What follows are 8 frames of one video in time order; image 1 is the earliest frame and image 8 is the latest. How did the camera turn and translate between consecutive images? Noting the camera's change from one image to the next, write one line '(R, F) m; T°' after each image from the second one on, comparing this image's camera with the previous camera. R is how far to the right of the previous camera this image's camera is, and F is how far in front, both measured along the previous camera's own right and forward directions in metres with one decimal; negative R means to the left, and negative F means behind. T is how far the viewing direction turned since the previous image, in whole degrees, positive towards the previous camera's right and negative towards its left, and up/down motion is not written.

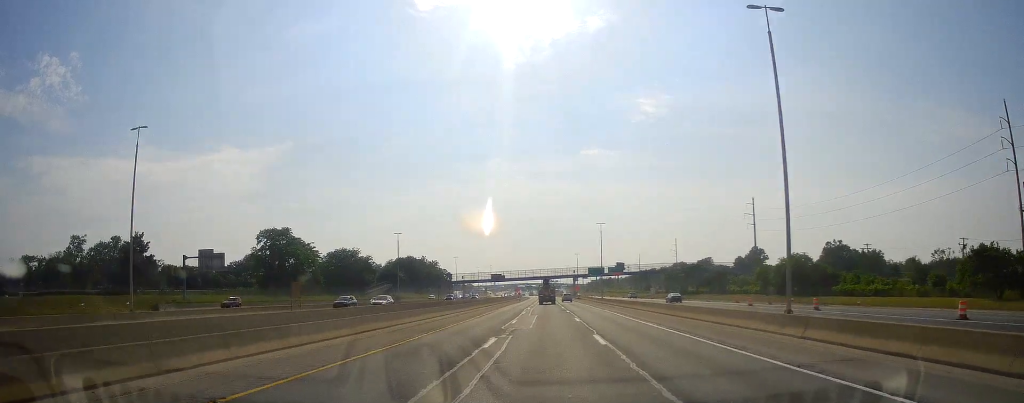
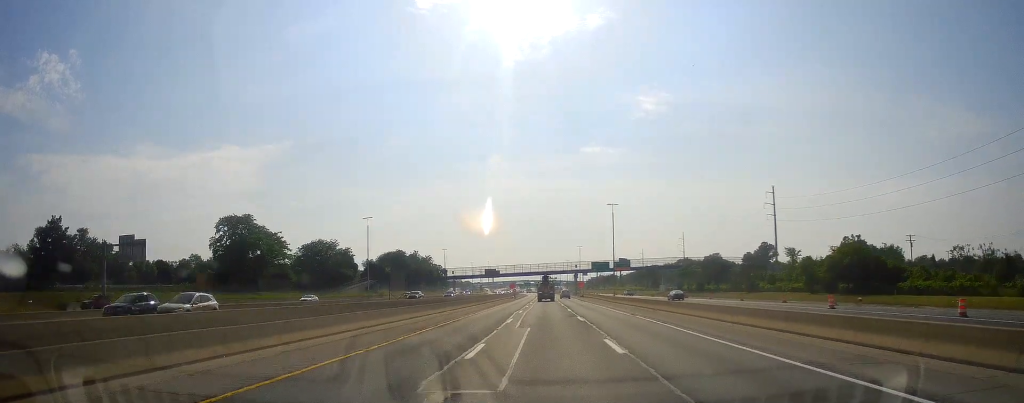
(0.0, +19.3) m; 0°
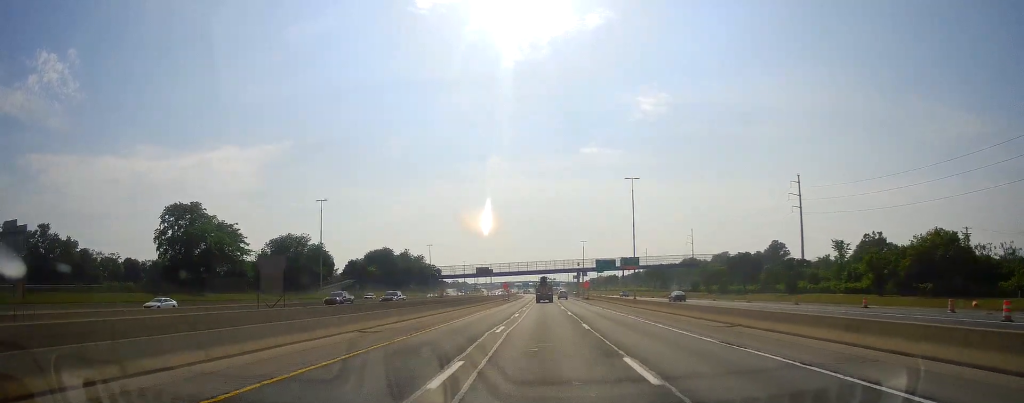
(-0.3, +20.3) m; 0°
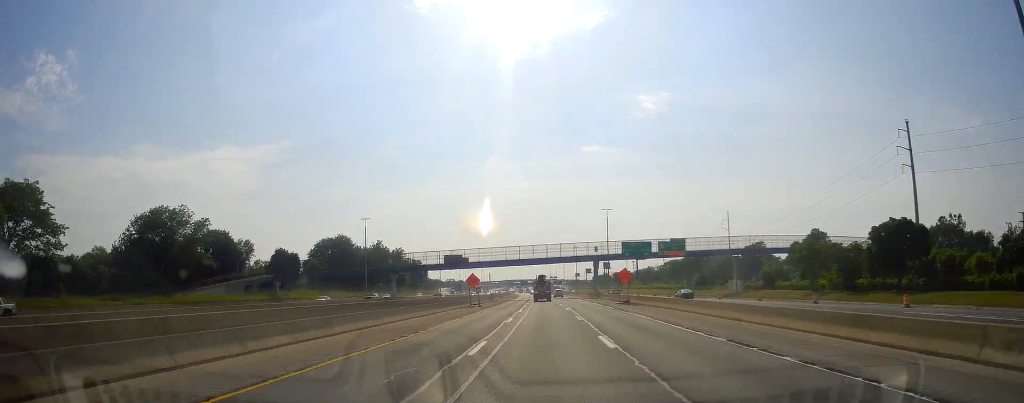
(+0.7, +55.2) m; +1°
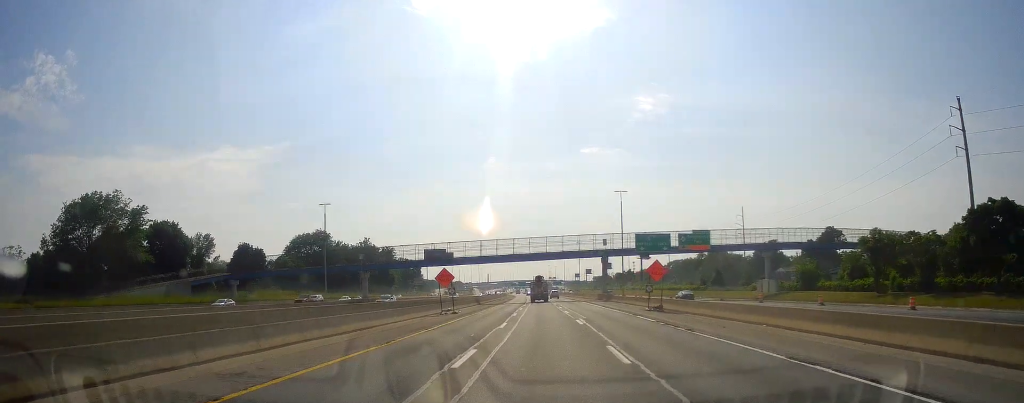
(0.0, +17.9) m; 0°
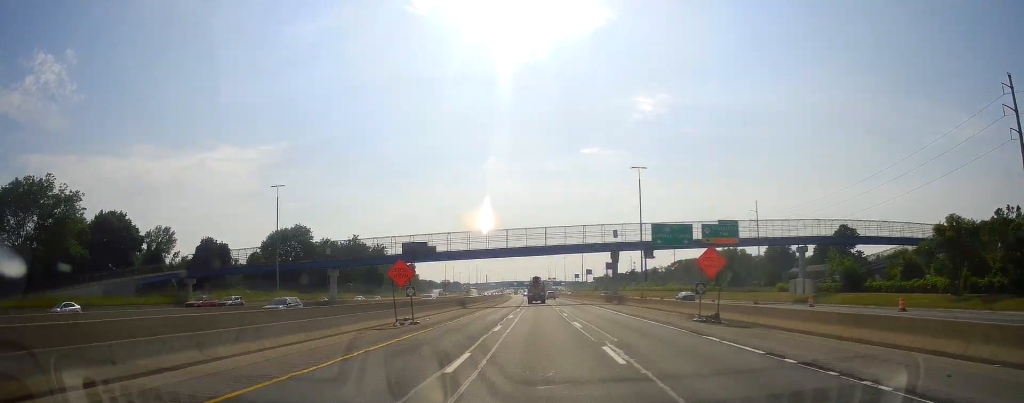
(0.0, +14.7) m; 0°
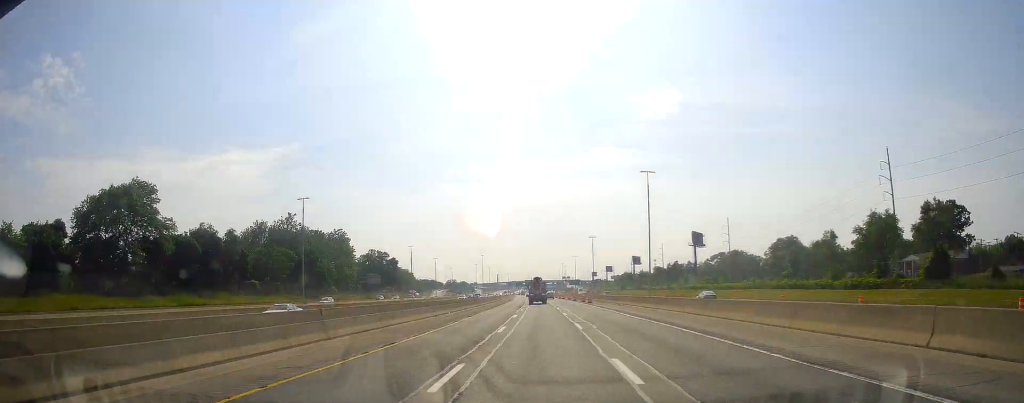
(-0.4, +74.6) m; 0°
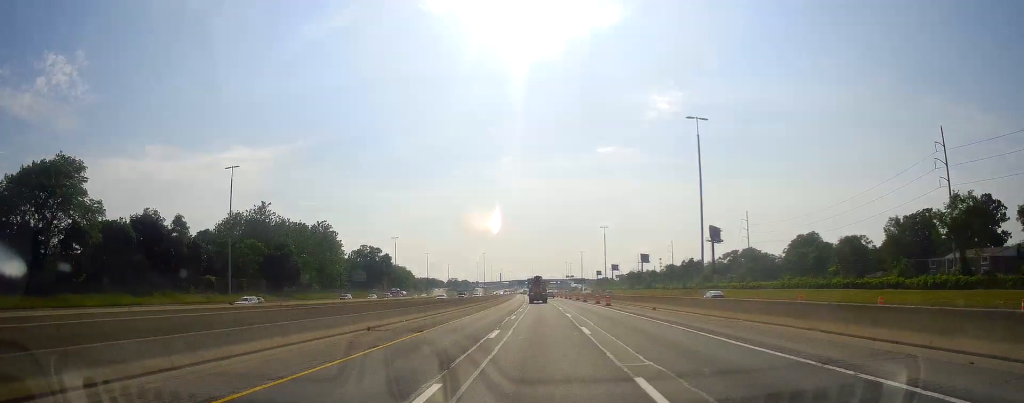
(0.0, +19.0) m; -1°
